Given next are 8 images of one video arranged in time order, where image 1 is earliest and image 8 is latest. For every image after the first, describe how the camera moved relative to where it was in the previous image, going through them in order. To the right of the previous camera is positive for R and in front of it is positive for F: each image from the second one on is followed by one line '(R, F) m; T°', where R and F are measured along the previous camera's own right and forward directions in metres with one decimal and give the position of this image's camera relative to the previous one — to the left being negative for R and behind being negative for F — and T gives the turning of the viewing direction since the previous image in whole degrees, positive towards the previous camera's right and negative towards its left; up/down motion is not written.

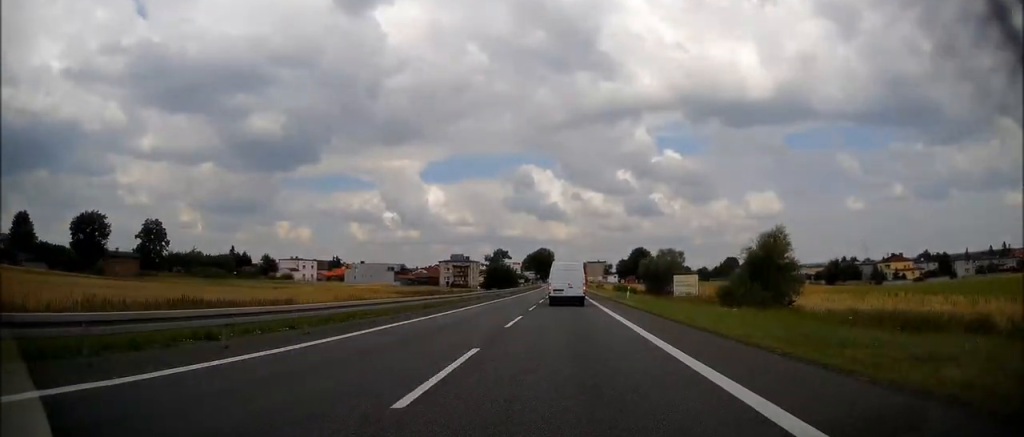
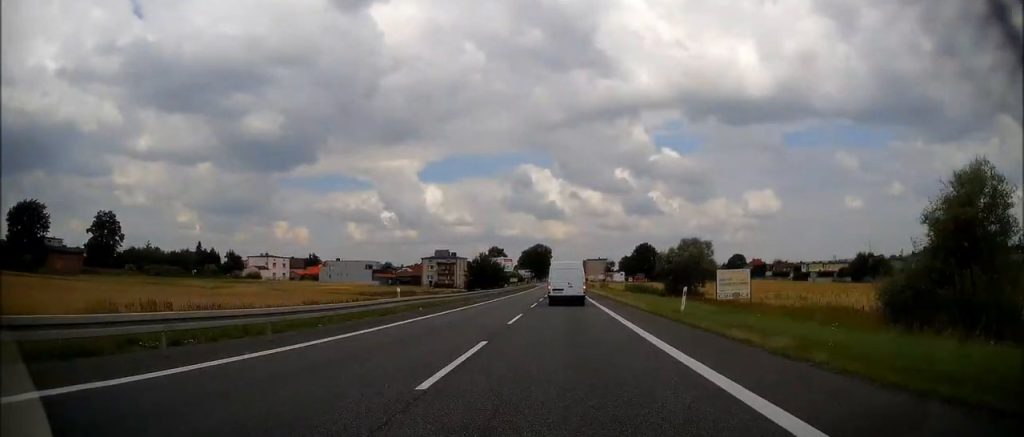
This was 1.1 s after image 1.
(0.0, +21.9) m; 0°
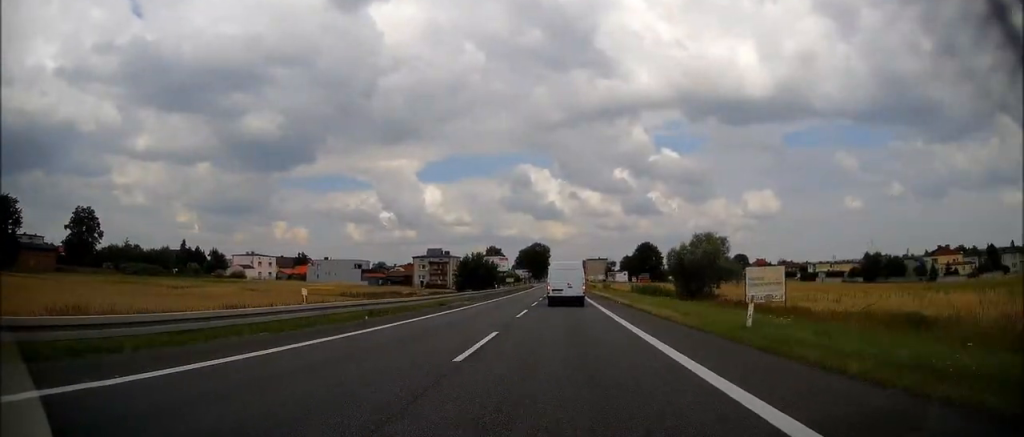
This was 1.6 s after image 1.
(+0.1, +9.0) m; 0°
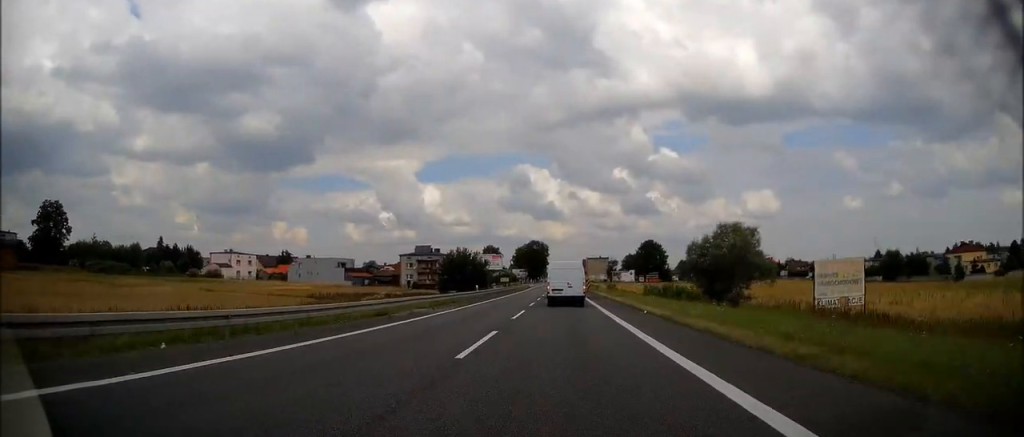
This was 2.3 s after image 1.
(0.0, +12.8) m; 0°
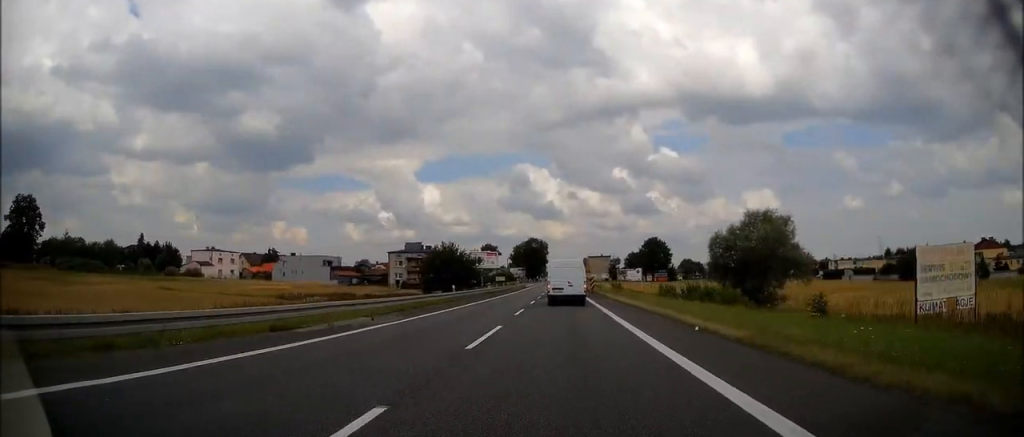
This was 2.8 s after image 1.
(-0.1, +10.2) m; 0°
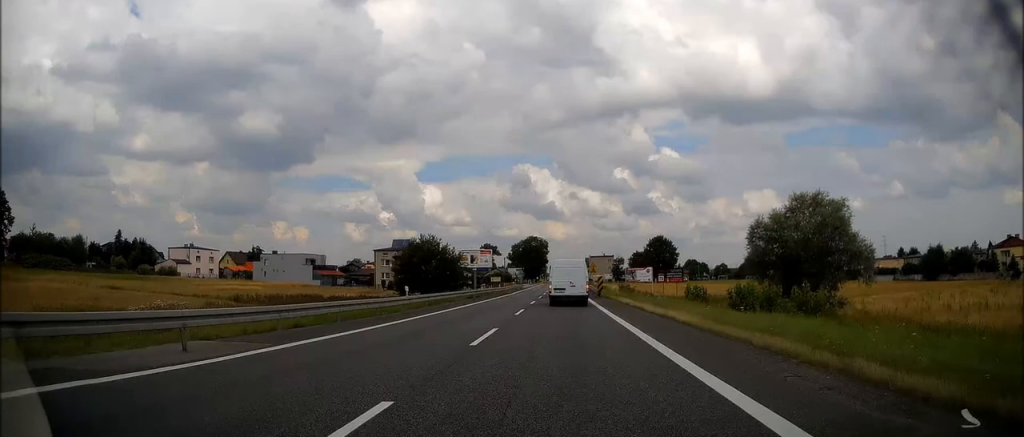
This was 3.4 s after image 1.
(+0.1, +11.4) m; 0°
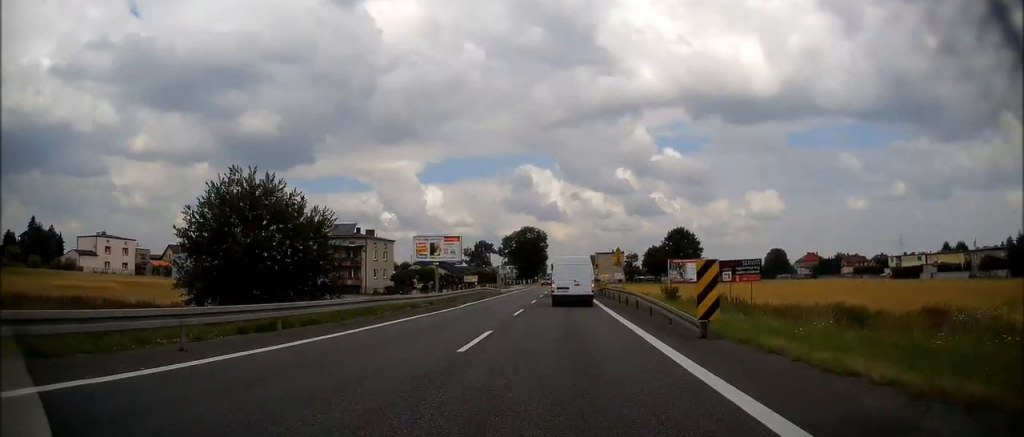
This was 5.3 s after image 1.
(-0.3, +35.9) m; -1°
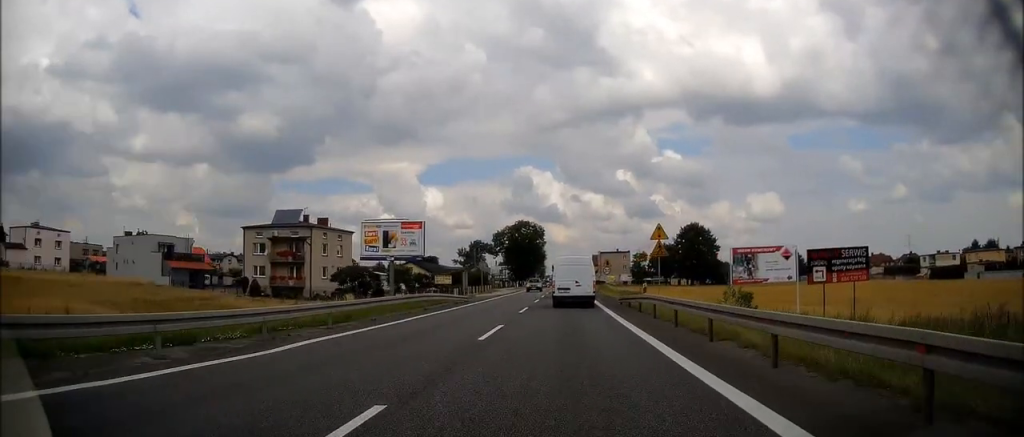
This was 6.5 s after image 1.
(+0.1, +20.9) m; 0°
